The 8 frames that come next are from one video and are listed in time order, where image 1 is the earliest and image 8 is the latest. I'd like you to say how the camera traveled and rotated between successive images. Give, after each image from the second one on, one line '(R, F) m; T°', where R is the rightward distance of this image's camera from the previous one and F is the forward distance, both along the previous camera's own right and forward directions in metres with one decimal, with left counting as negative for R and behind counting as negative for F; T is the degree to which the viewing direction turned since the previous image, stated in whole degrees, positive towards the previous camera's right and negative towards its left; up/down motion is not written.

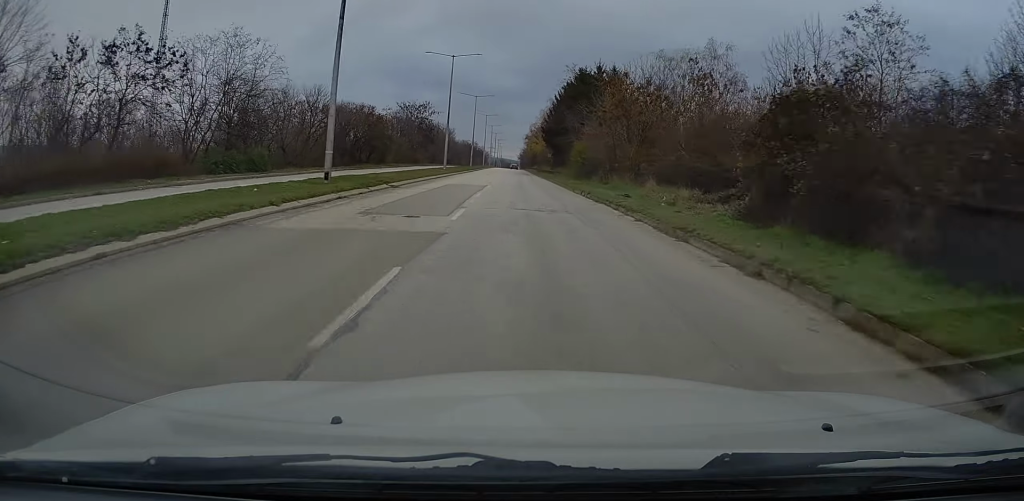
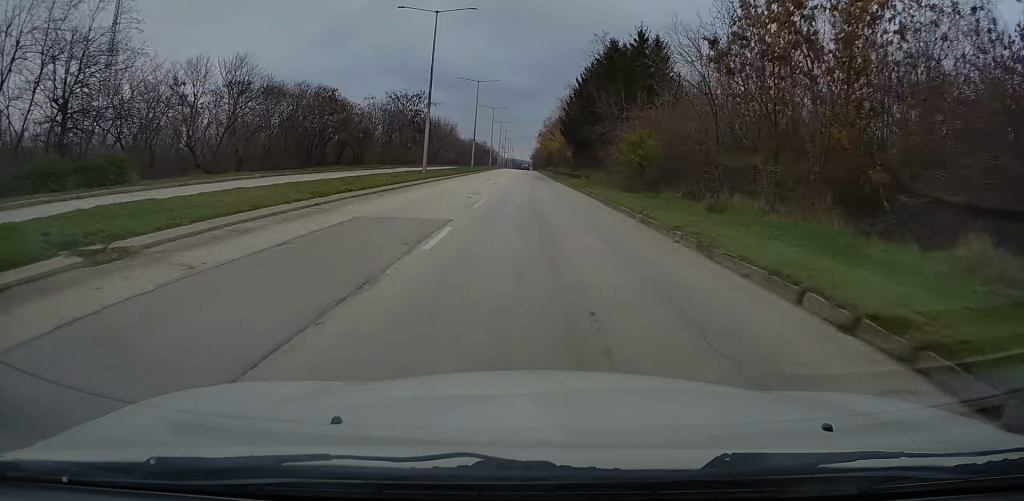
(-0.1, +21.3) m; 0°
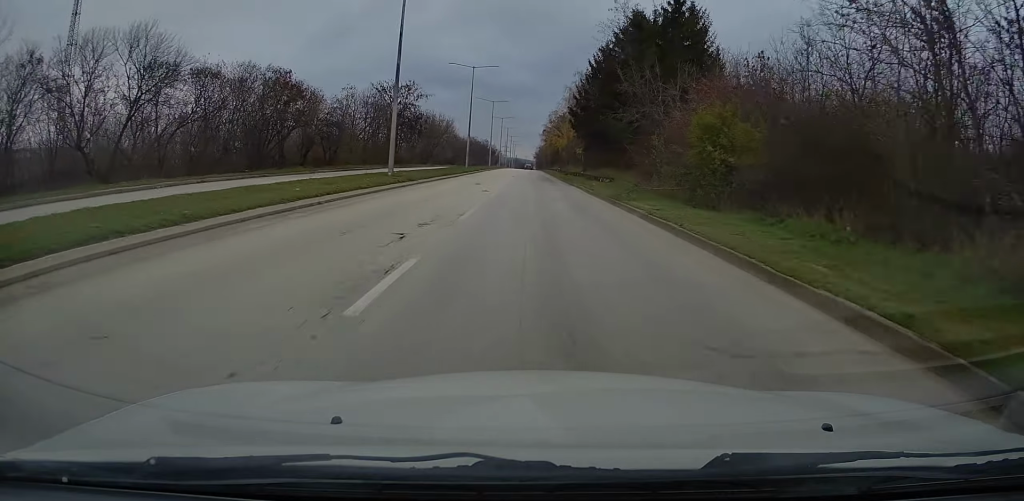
(+0.2, +12.9) m; 0°
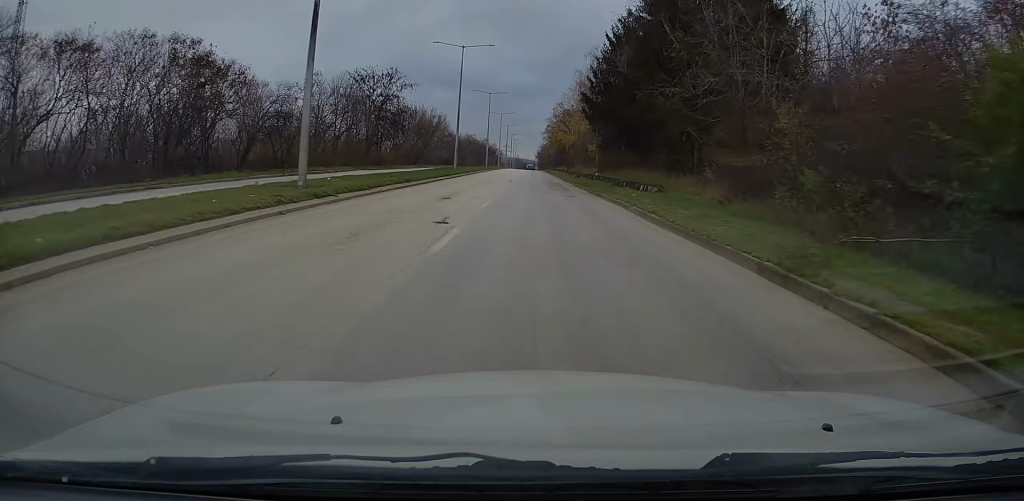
(-0.3, +14.3) m; -1°
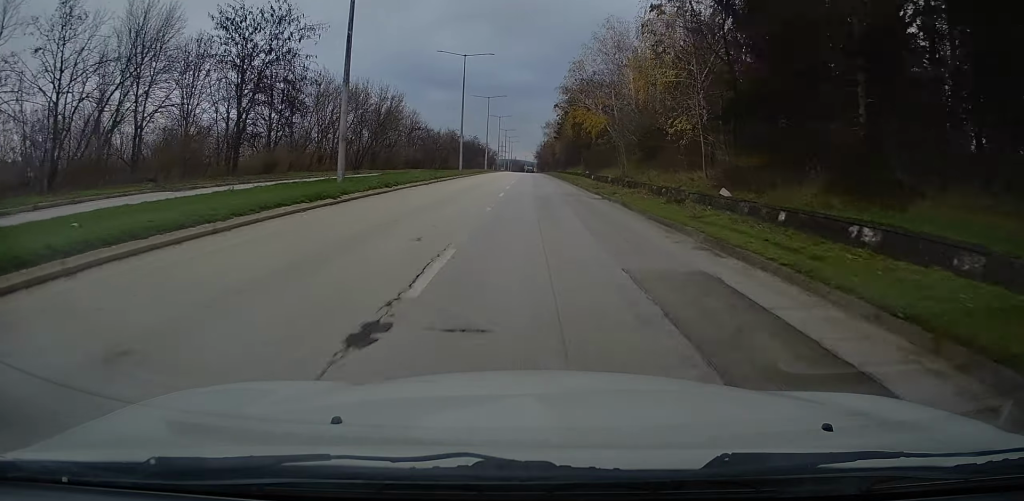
(-0.2, +39.1) m; 0°
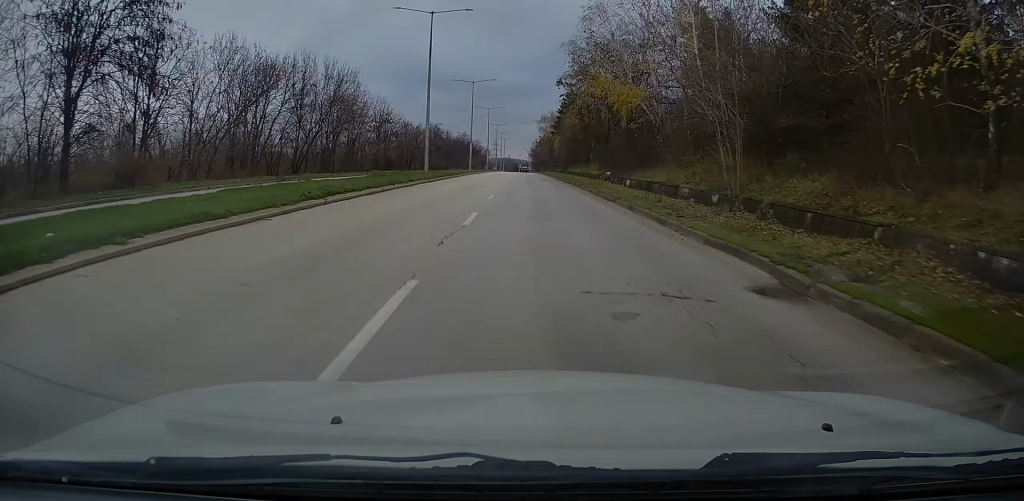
(0.0, +19.7) m; 0°
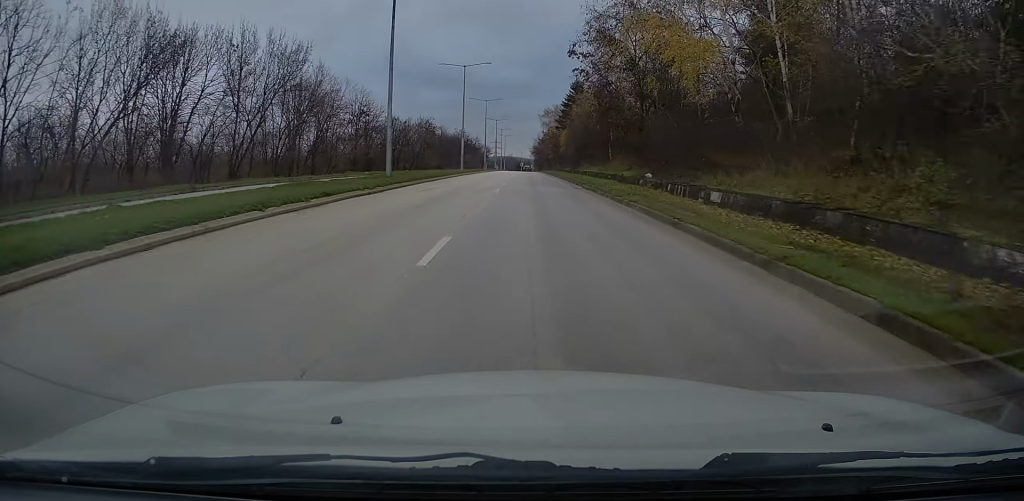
(0.0, +13.9) m; 0°
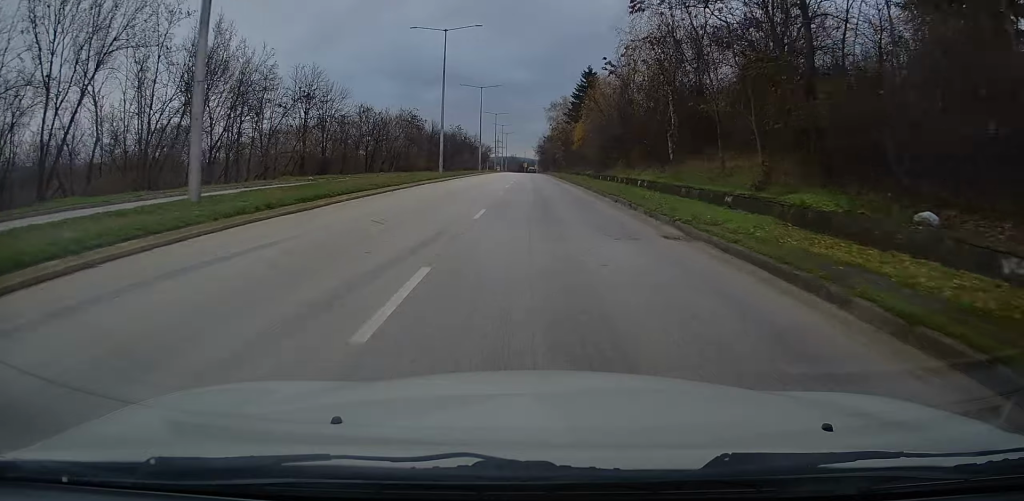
(-0.1, +21.2) m; 0°
